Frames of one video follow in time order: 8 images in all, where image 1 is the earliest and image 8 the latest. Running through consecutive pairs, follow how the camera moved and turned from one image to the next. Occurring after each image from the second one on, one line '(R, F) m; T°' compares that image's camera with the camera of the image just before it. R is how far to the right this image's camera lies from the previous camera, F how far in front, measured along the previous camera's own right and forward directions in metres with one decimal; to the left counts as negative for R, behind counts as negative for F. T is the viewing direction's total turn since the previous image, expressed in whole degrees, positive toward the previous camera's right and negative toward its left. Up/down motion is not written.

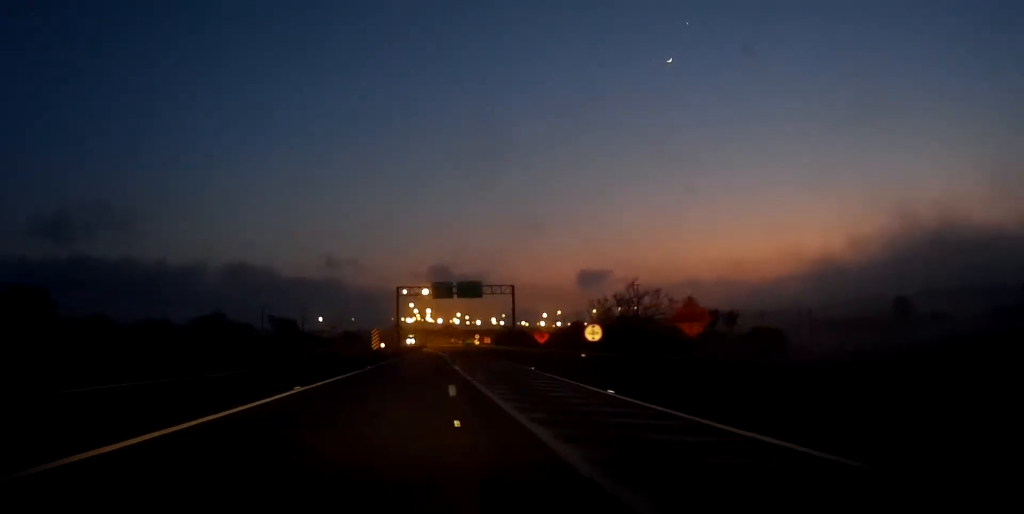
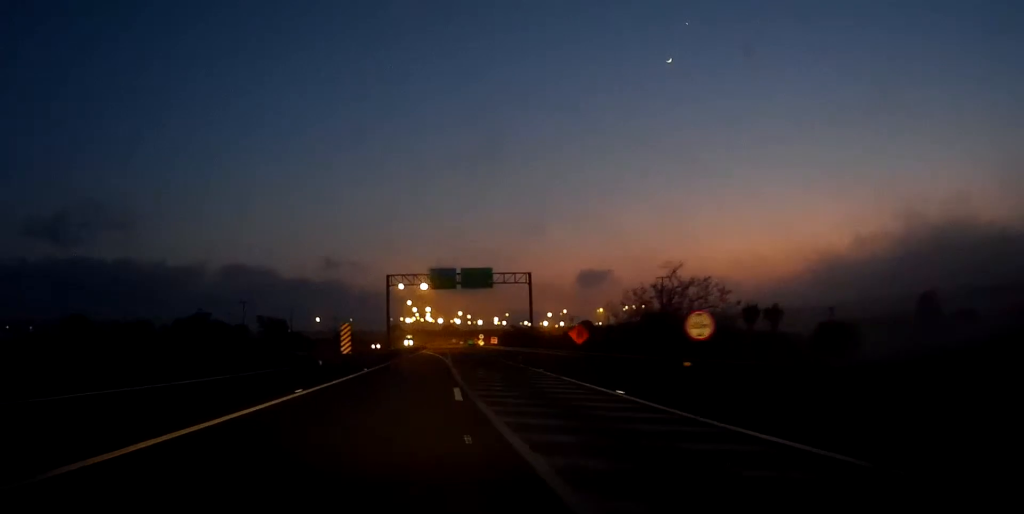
(0.0, +16.5) m; 0°
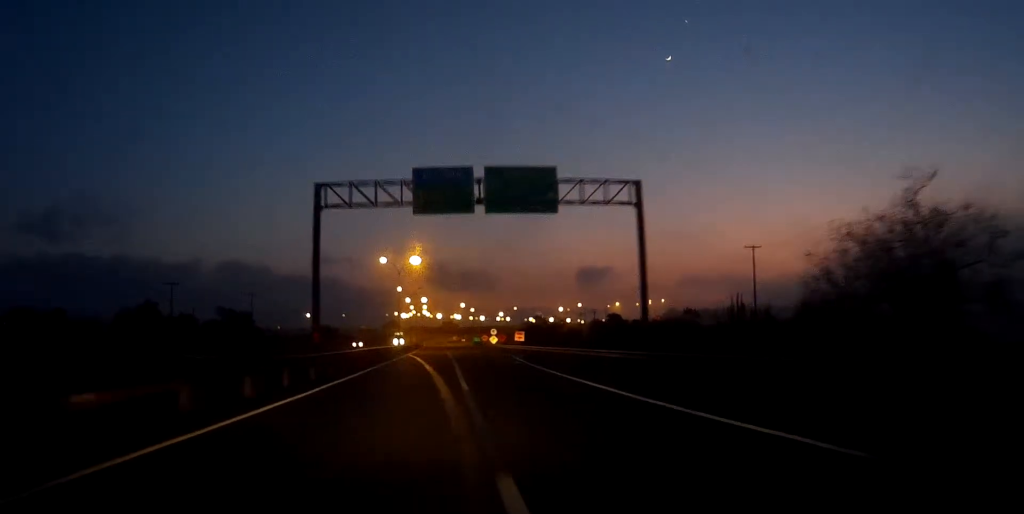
(+0.1, +40.6) m; 0°
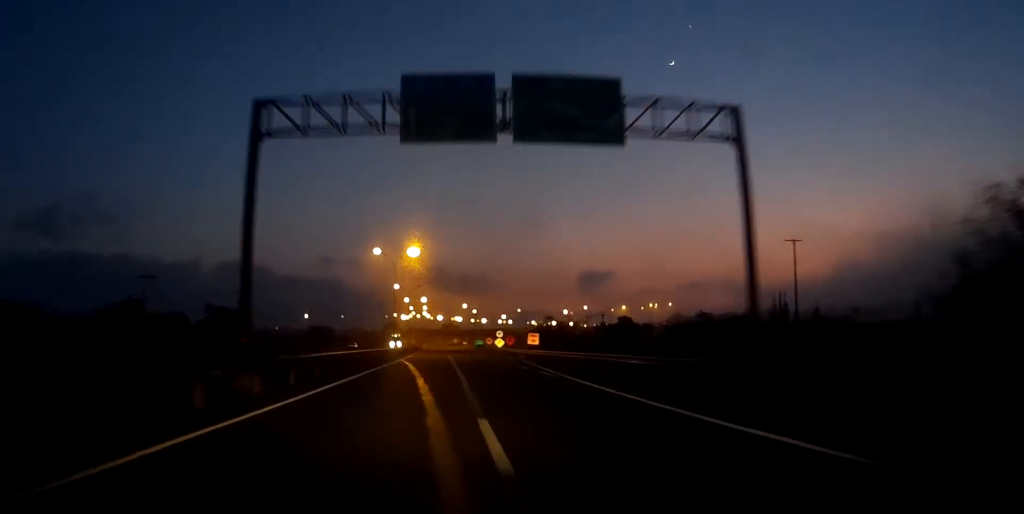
(0.0, +11.4) m; 0°
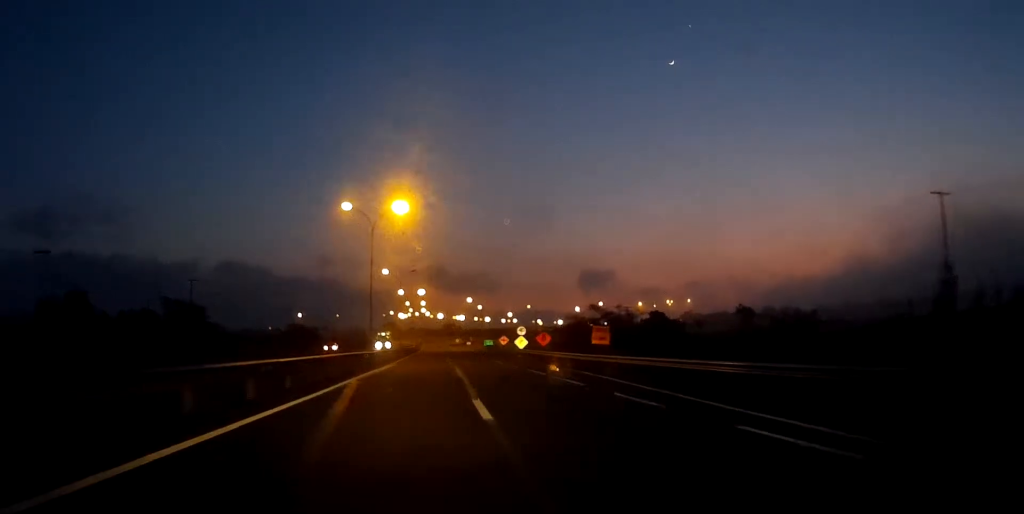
(0.0, +28.7) m; 0°
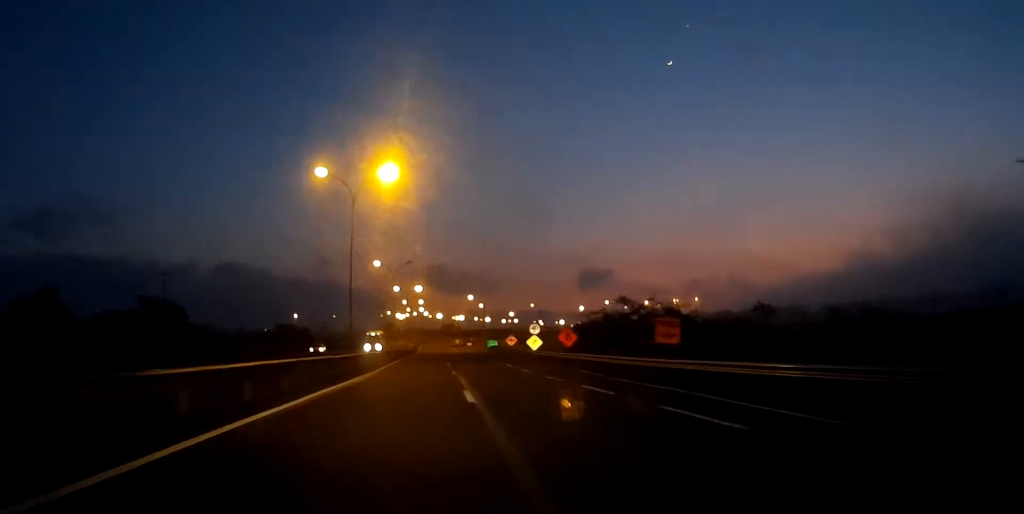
(0.0, +12.1) m; 0°
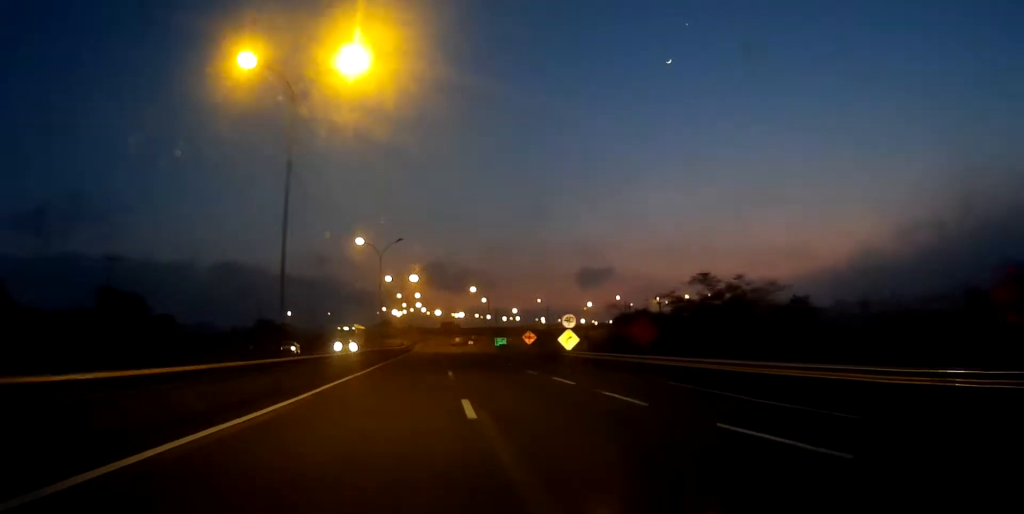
(0.0, +18.9) m; 0°
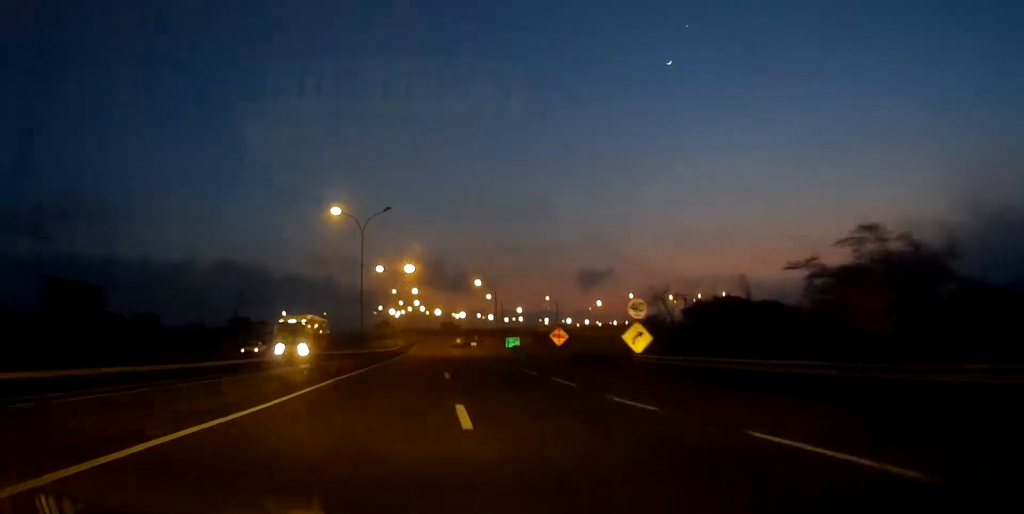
(0.0, +17.4) m; 0°
